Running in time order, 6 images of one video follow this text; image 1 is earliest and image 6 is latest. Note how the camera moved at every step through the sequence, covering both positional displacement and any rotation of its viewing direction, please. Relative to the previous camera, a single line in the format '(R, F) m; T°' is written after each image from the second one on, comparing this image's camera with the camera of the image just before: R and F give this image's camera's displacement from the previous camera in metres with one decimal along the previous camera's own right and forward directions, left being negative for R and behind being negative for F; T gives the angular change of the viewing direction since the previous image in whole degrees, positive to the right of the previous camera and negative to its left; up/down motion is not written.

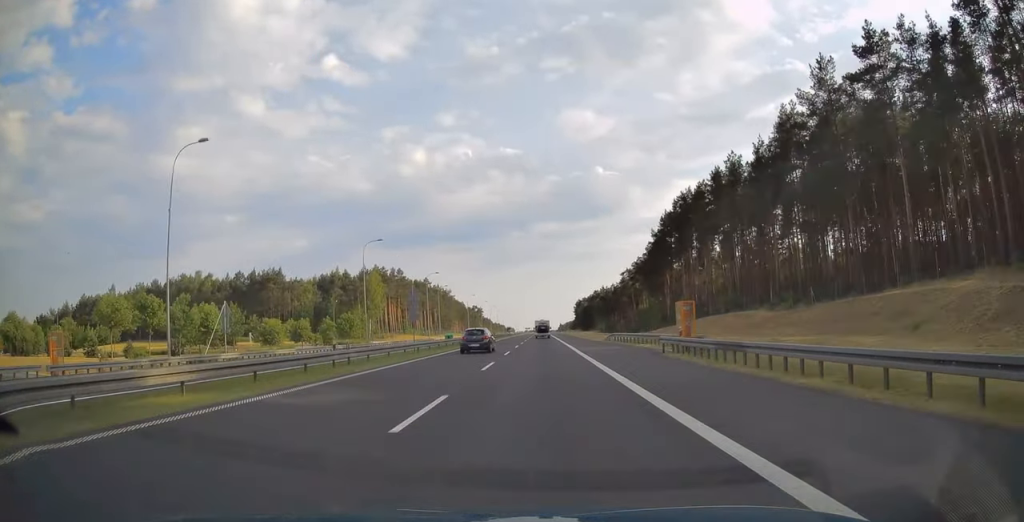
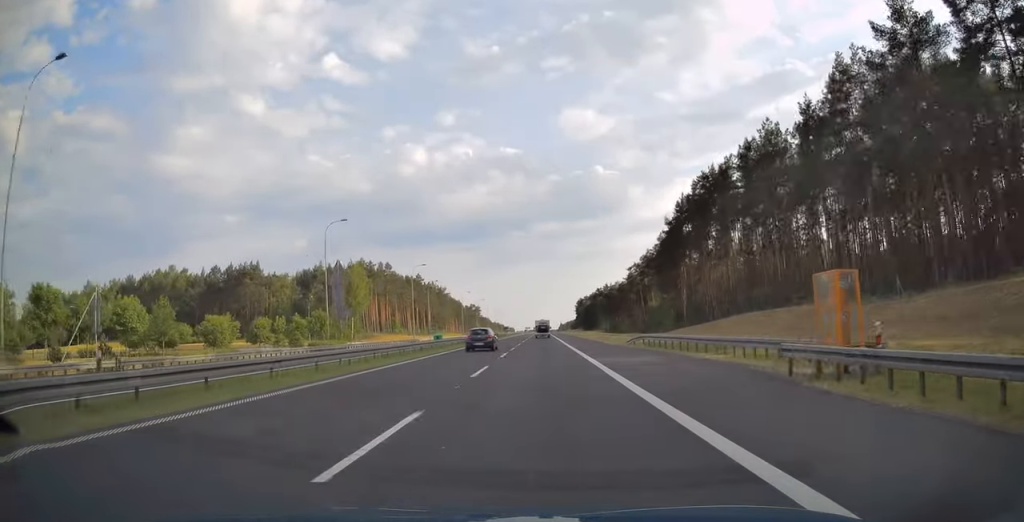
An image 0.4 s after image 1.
(0.0, +14.8) m; 0°
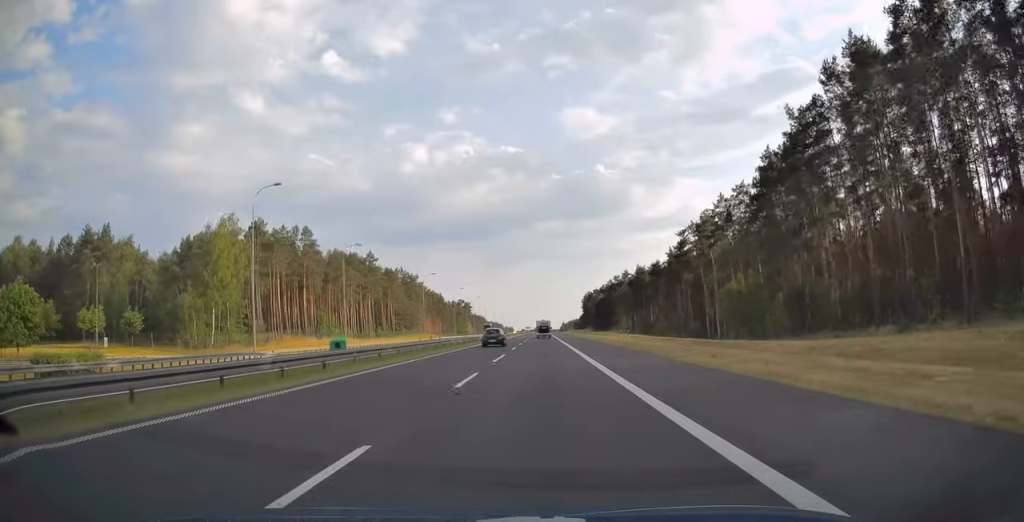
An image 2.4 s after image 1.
(+0.1, +63.2) m; 0°
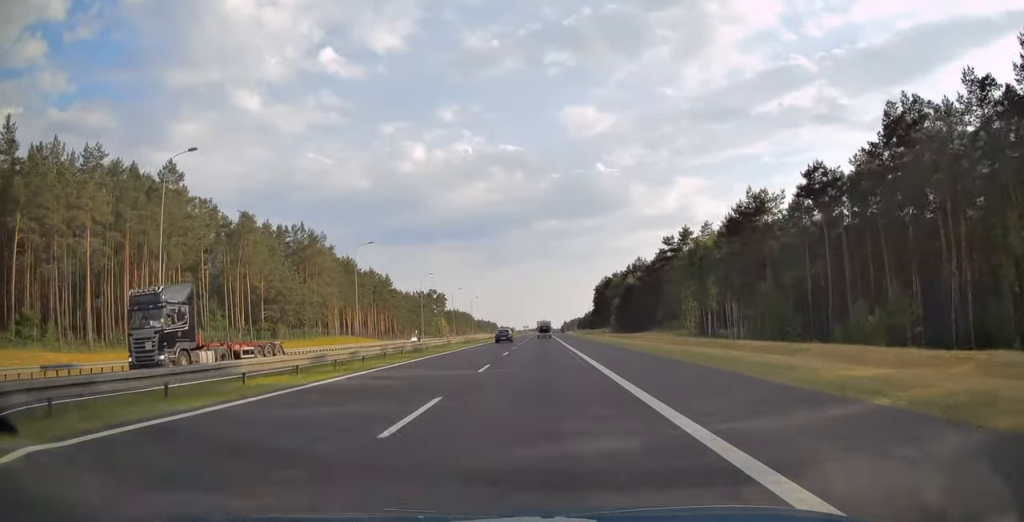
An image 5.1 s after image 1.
(-0.4, +90.7) m; 0°
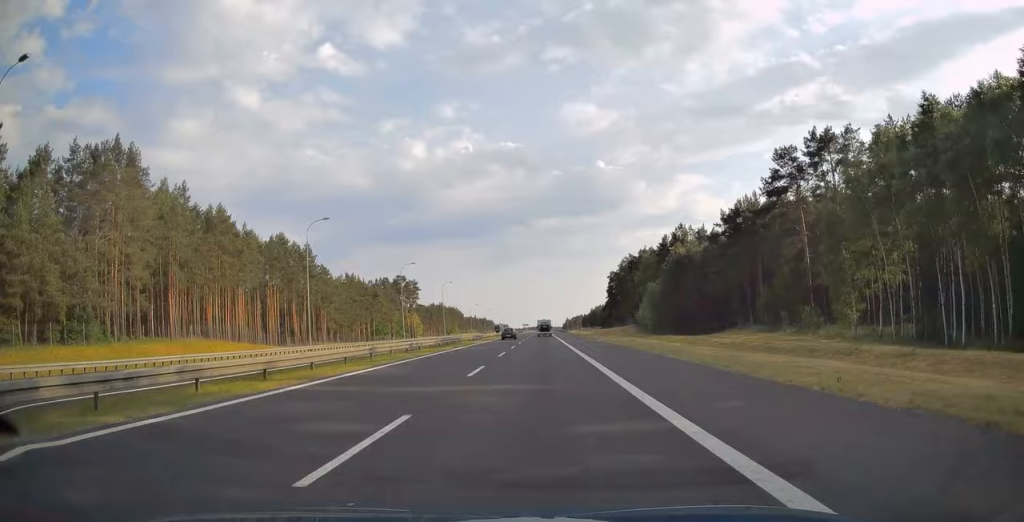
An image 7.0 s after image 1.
(-0.1, +62.7) m; 0°
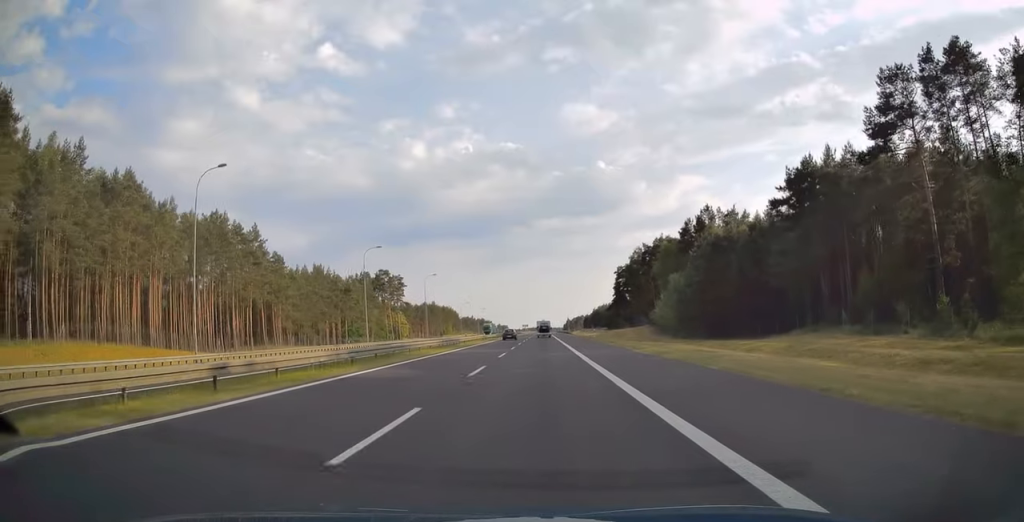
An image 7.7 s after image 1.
(0.0, +23.1) m; 0°
